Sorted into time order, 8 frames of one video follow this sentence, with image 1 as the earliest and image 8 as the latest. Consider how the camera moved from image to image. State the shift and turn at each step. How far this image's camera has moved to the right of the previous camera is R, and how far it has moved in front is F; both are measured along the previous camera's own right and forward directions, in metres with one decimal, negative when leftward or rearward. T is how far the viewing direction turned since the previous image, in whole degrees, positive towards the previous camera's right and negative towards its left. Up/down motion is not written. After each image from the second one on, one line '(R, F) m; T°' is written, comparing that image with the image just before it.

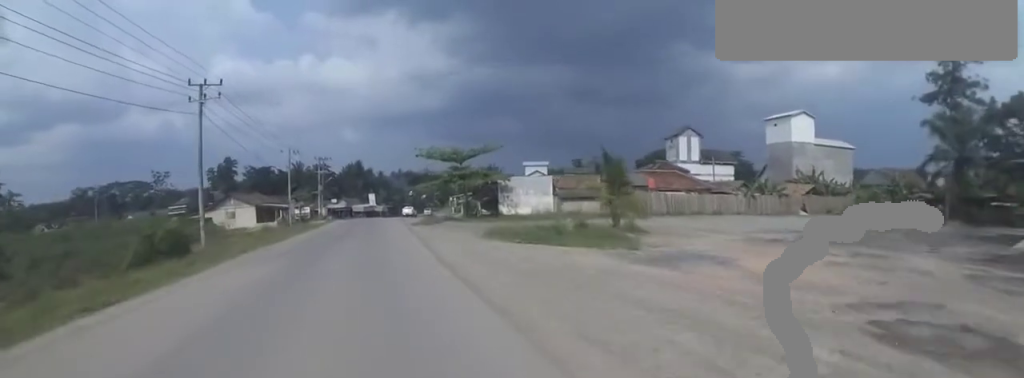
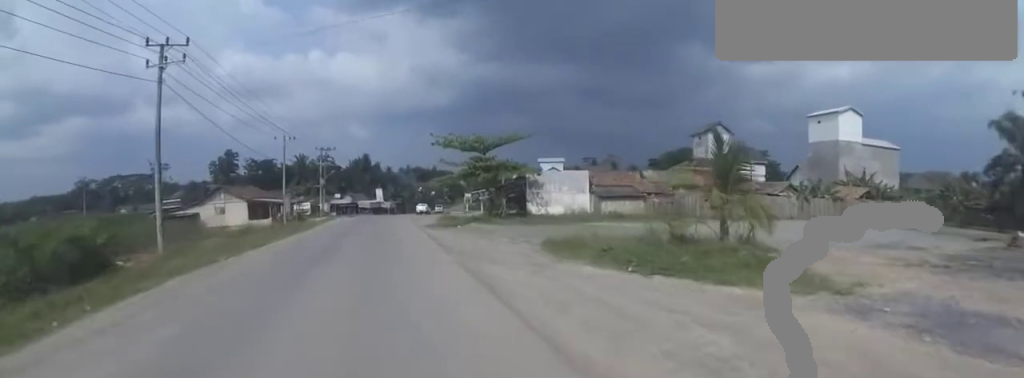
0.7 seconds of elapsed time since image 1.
(-0.5, +6.5) m; -6°
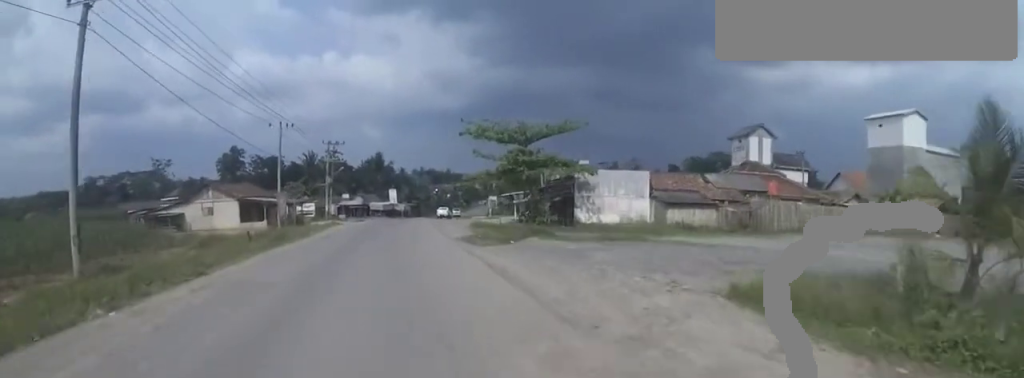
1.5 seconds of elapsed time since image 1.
(-0.4, +7.1) m; +2°
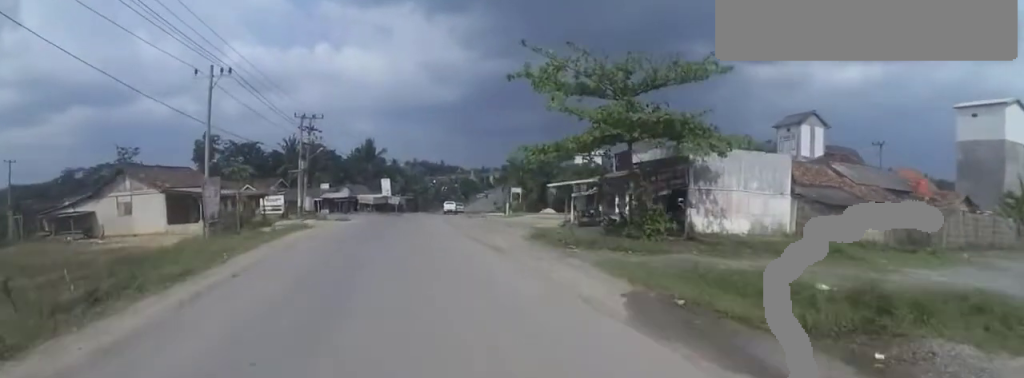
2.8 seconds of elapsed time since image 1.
(+1.7, +13.3) m; +10°
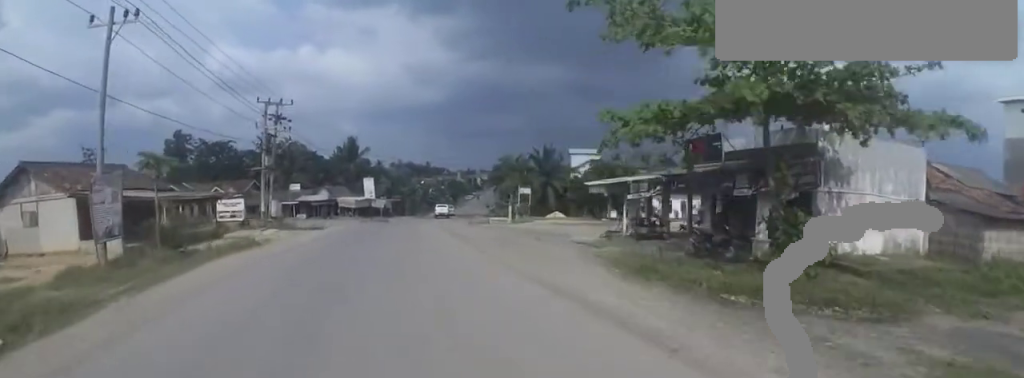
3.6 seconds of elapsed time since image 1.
(+0.7, +7.4) m; -2°
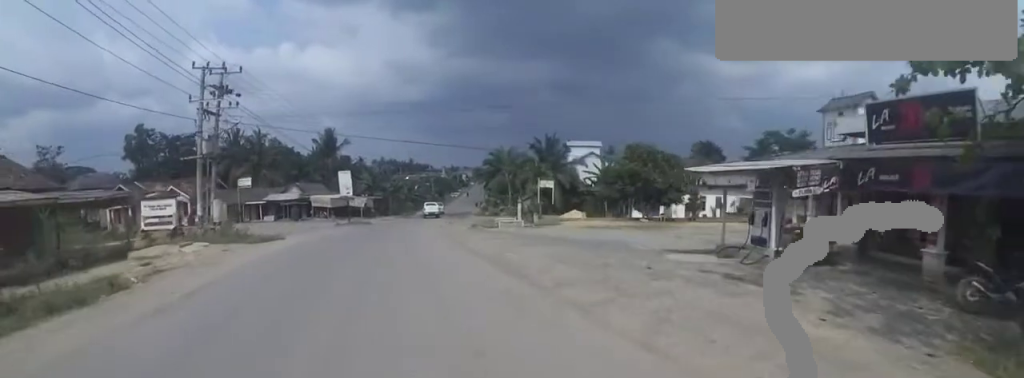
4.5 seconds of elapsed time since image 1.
(-1.1, +8.7) m; -8°
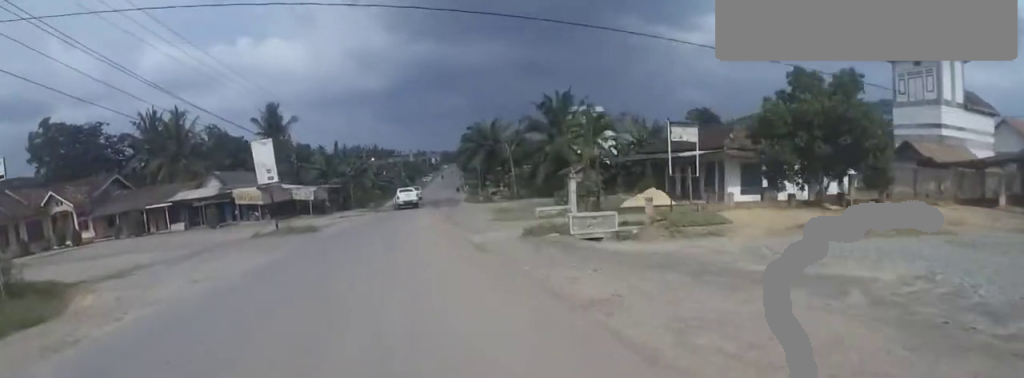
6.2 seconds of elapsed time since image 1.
(+1.8, +16.2) m; +15°
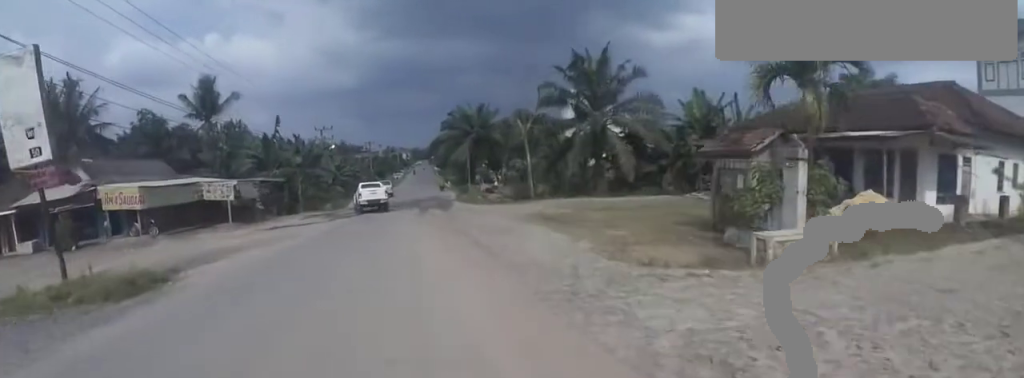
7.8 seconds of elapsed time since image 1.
(+0.8, +13.9) m; +3°
